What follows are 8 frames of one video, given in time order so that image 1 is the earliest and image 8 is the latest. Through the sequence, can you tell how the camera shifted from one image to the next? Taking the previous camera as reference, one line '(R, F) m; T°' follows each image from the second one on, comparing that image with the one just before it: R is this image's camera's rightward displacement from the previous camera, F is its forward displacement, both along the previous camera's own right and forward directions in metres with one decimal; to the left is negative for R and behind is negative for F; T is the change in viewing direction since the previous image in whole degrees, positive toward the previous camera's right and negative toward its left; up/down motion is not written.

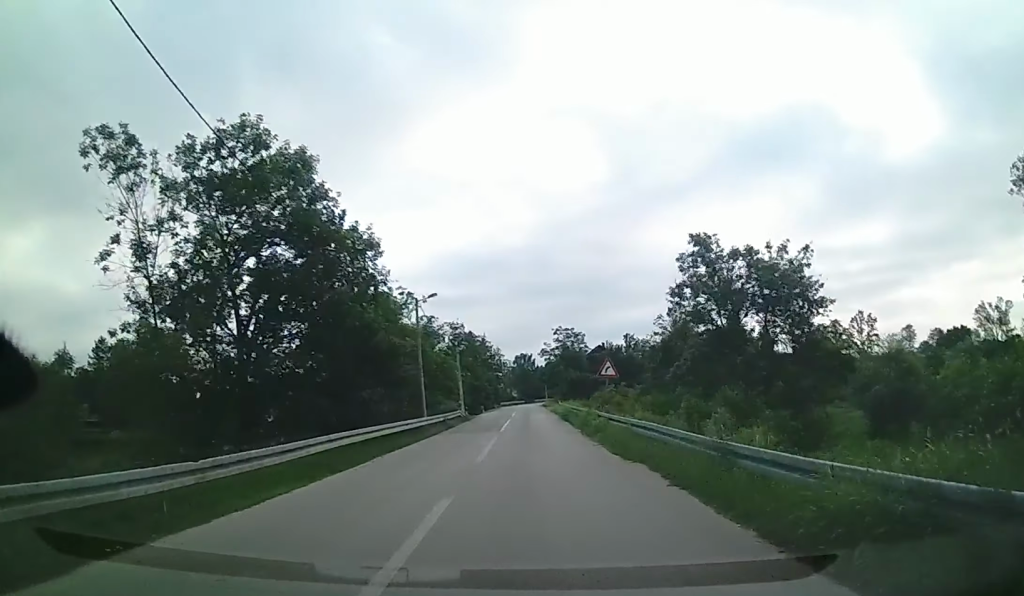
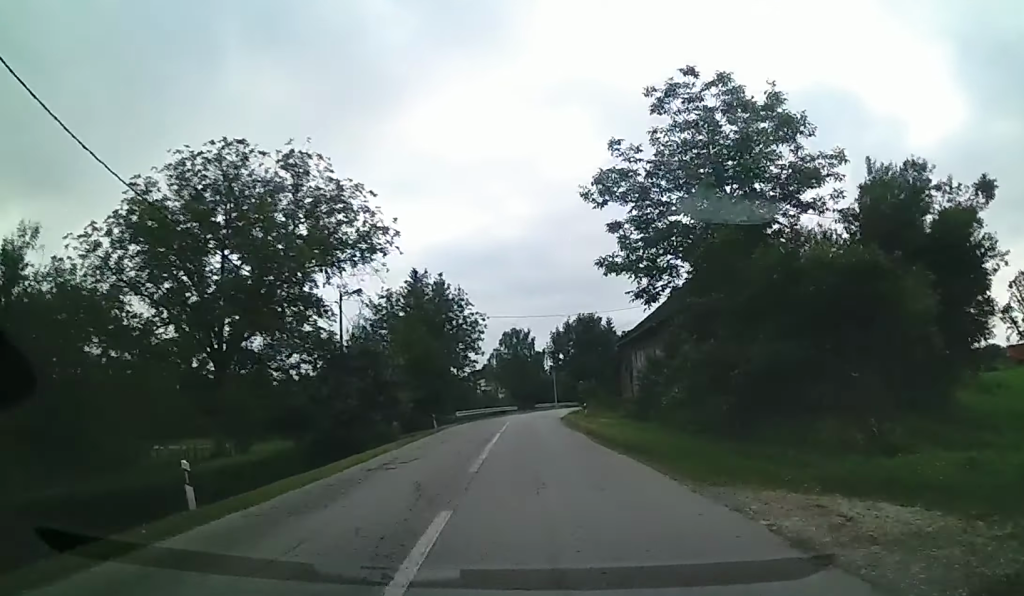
(-0.8, +70.3) m; 0°
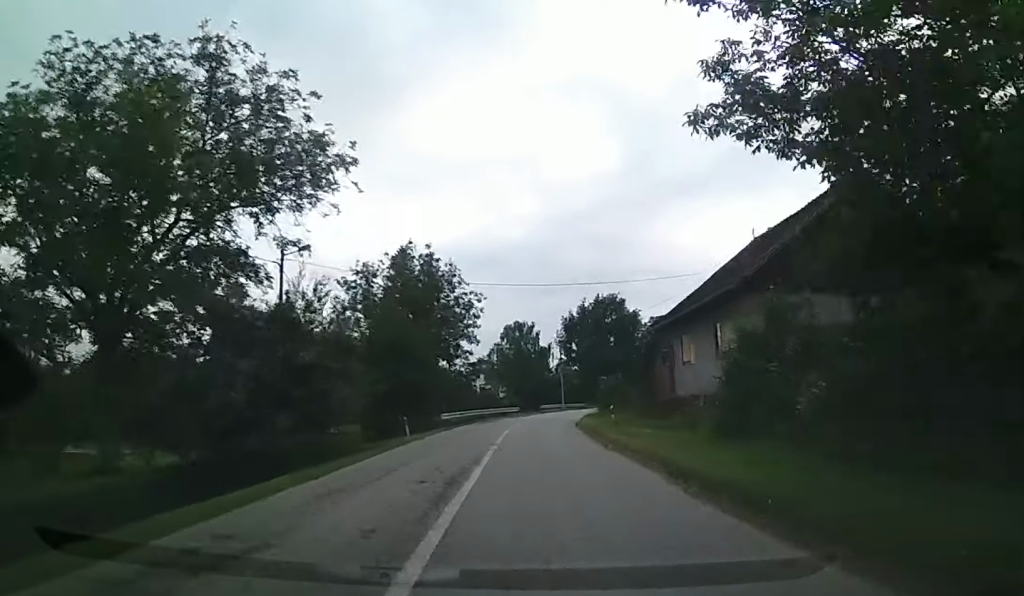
(+0.1, +10.2) m; 0°
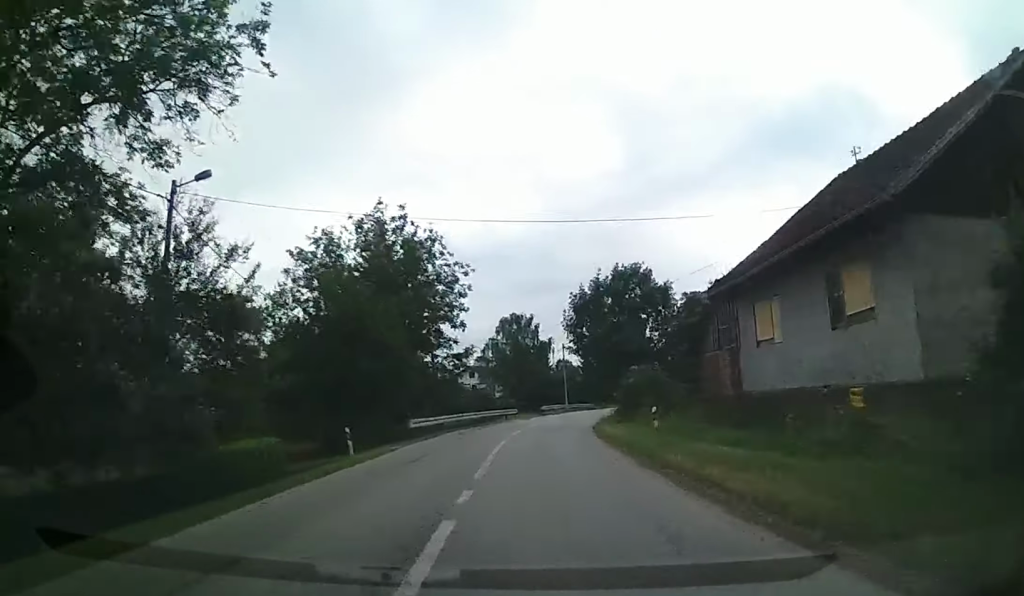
(+0.1, +9.5) m; 0°
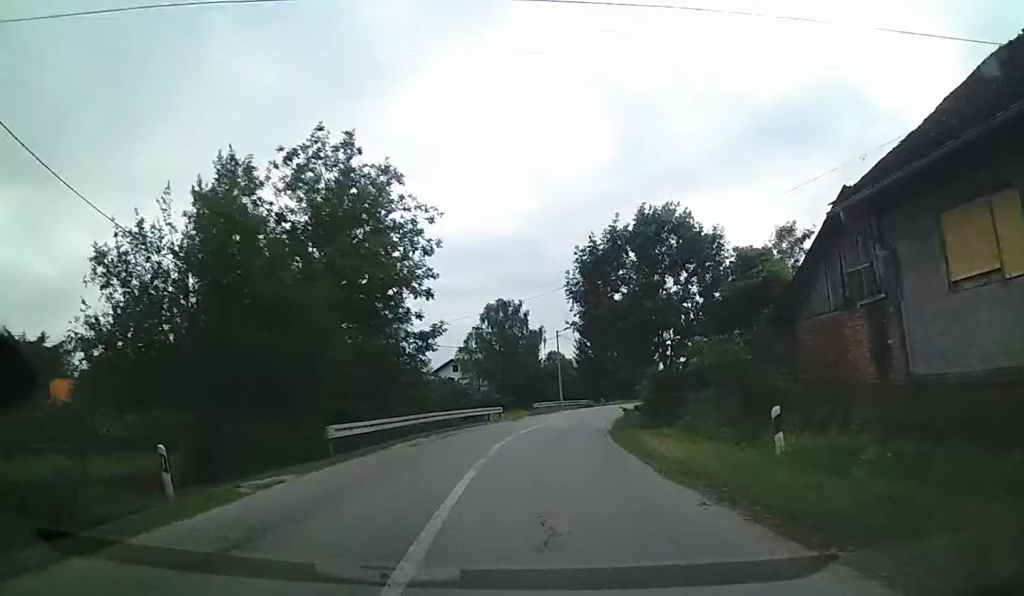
(-0.1, +9.8) m; +1°
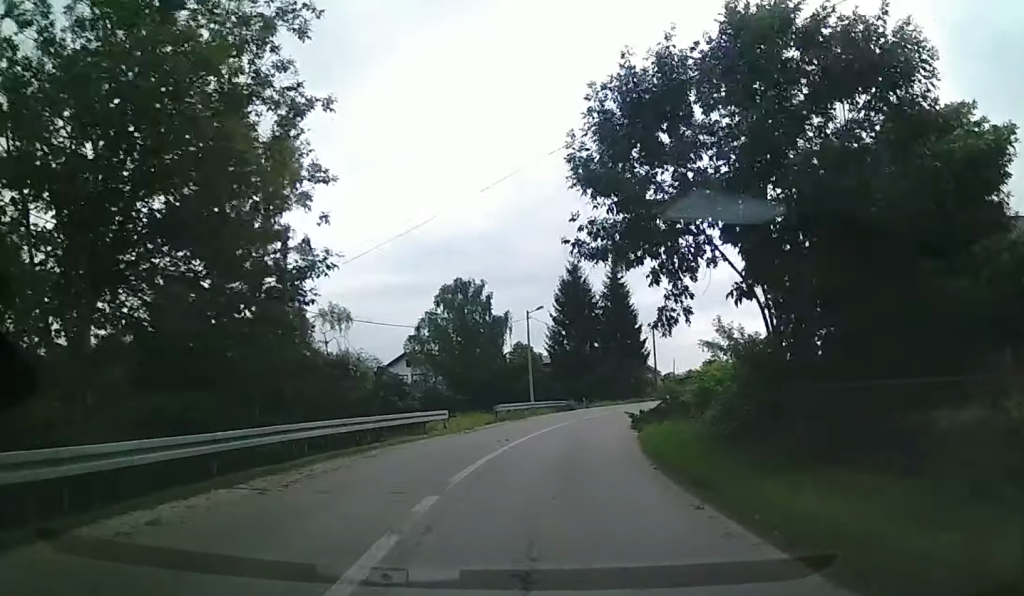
(+0.1, +13.3) m; +2°
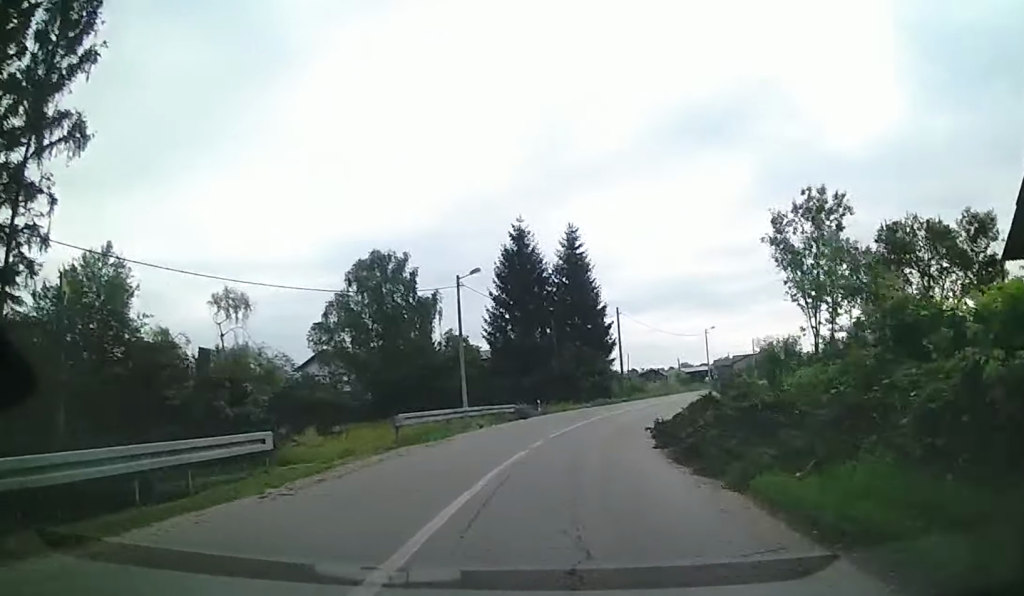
(+0.7, +14.4) m; +3°
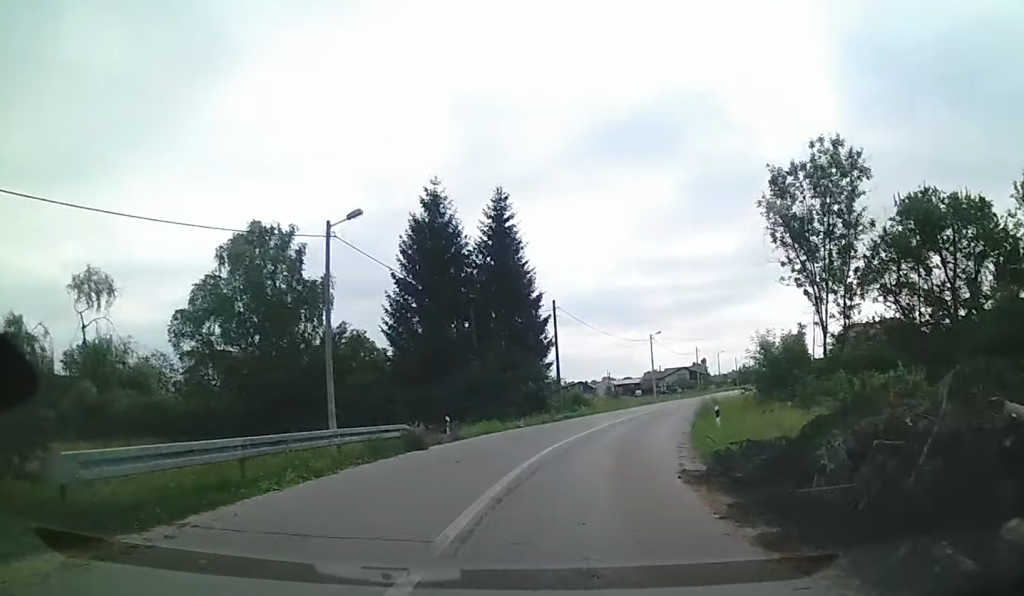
(-0.2, +12.5) m; +3°
